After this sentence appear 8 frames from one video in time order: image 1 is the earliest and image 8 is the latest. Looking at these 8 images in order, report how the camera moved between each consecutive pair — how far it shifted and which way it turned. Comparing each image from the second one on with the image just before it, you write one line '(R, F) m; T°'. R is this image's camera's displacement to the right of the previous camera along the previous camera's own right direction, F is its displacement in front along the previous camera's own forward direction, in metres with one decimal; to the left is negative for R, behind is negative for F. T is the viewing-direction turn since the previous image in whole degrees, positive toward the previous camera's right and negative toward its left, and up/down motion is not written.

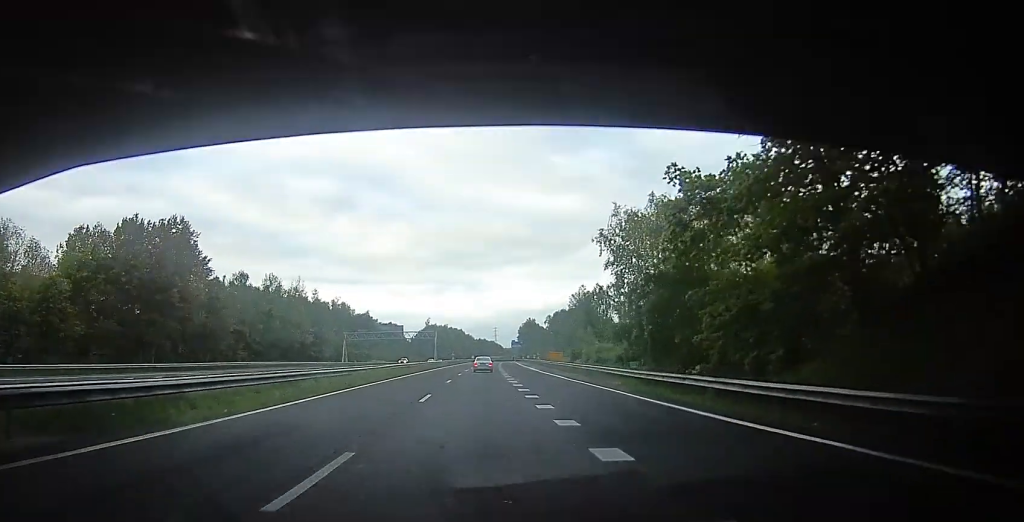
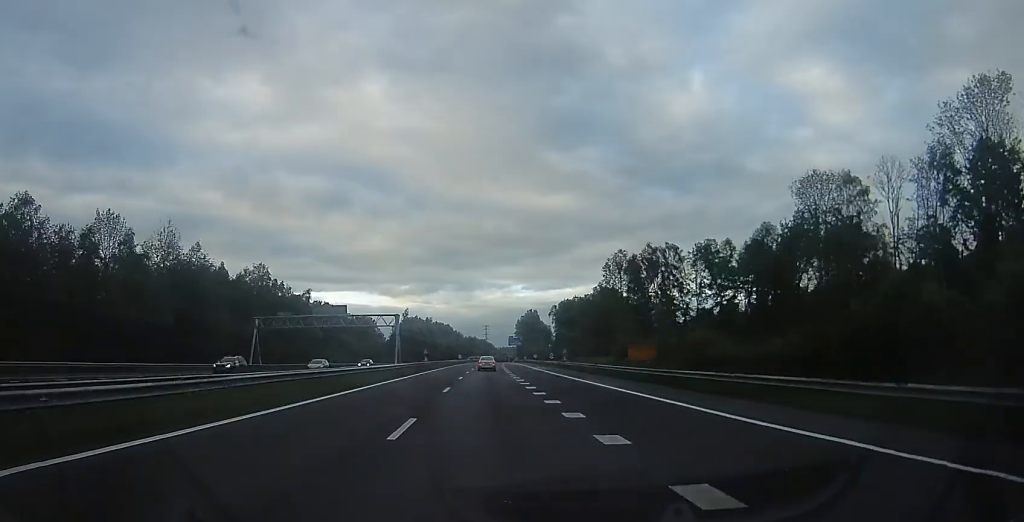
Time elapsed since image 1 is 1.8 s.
(+1.6, +47.7) m; +3°
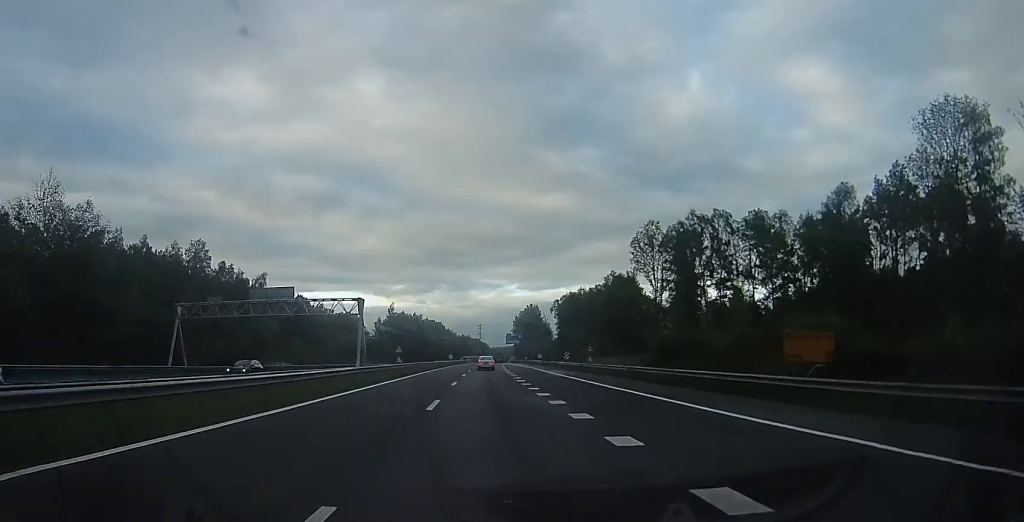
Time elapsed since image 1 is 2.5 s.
(0.0, +20.9) m; 0°
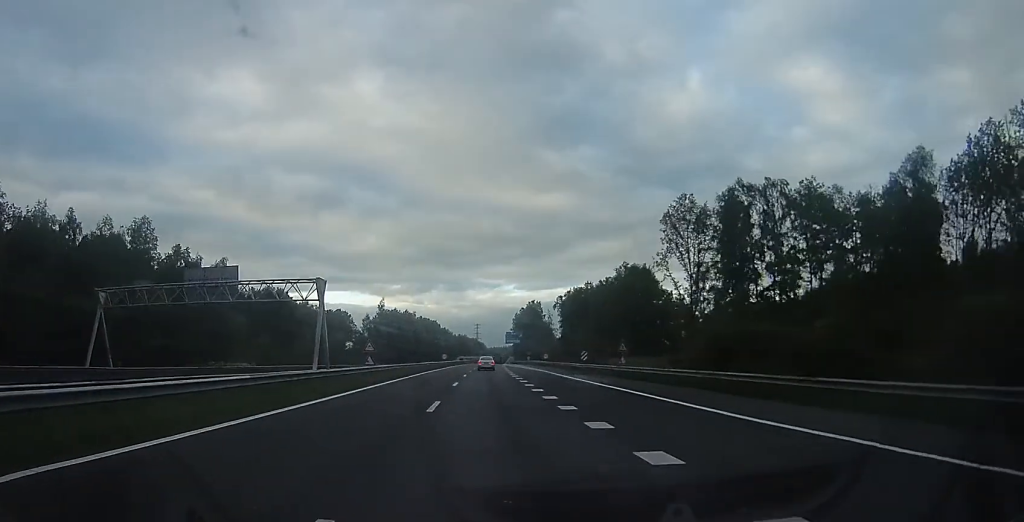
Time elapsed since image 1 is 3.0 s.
(0.0, +13.7) m; 0°
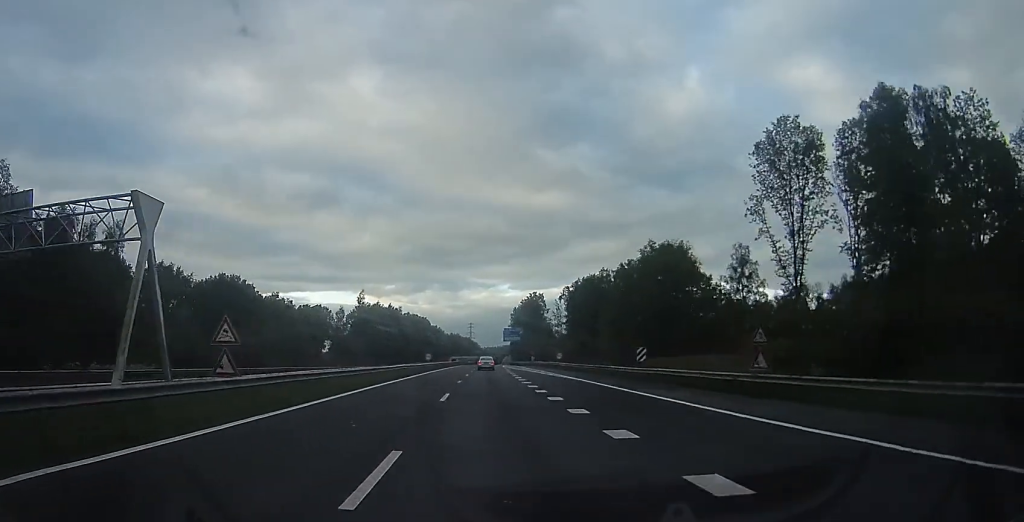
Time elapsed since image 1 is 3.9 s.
(0.0, +22.6) m; 0°
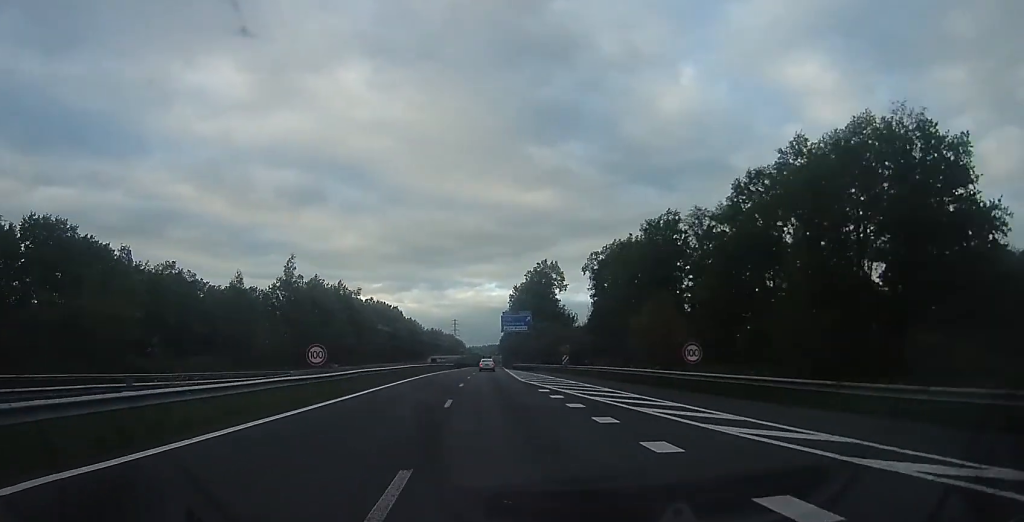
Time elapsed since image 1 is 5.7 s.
(0.0, +50.9) m; +1°
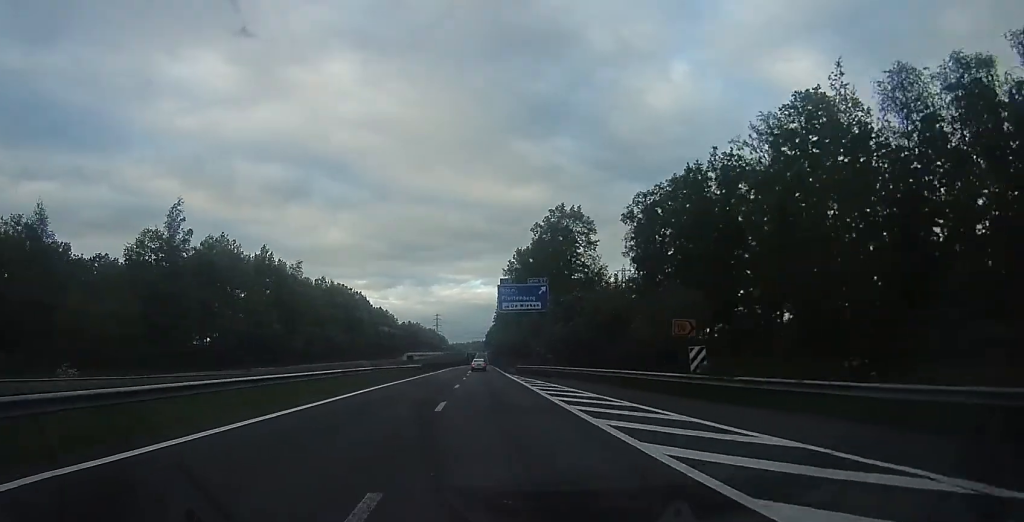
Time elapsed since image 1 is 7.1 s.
(+0.9, +37.5) m; +3°
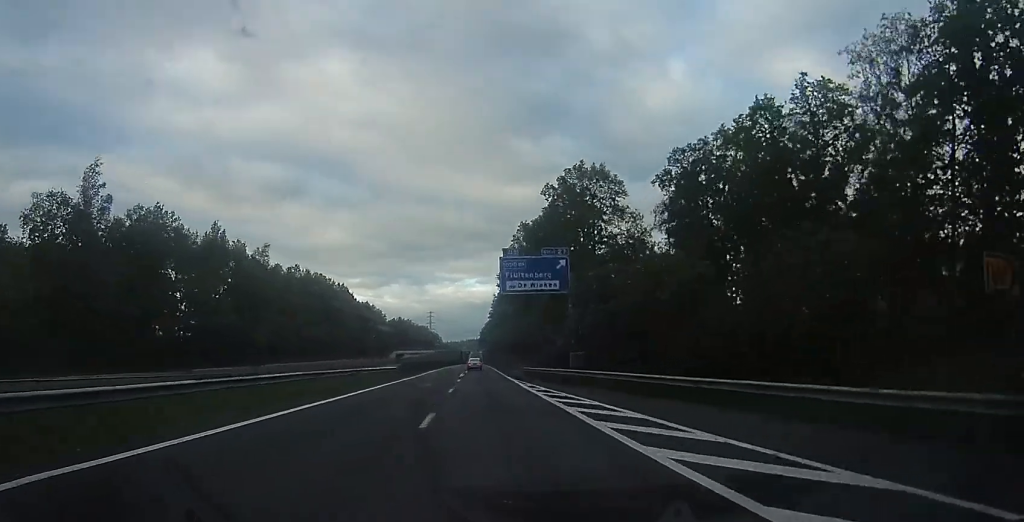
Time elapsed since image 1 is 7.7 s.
(+0.1, +15.5) m; 0°
